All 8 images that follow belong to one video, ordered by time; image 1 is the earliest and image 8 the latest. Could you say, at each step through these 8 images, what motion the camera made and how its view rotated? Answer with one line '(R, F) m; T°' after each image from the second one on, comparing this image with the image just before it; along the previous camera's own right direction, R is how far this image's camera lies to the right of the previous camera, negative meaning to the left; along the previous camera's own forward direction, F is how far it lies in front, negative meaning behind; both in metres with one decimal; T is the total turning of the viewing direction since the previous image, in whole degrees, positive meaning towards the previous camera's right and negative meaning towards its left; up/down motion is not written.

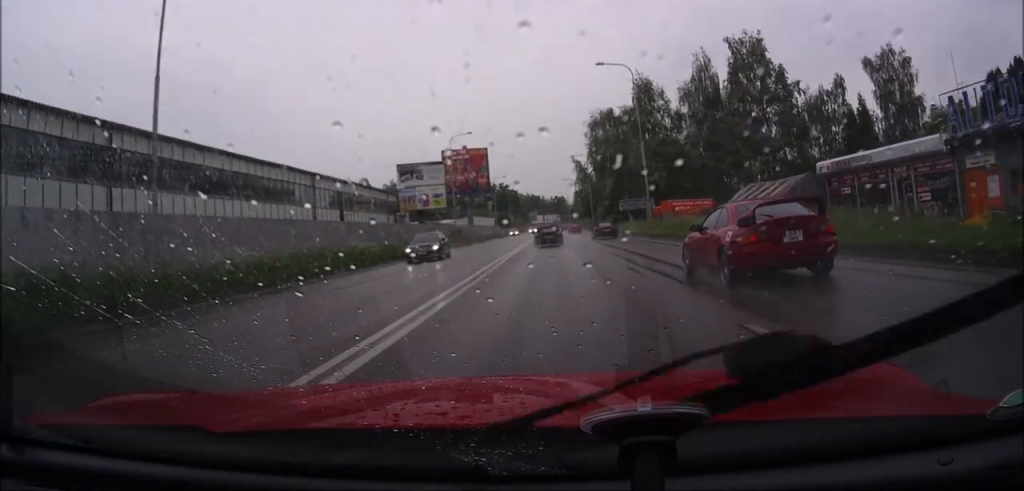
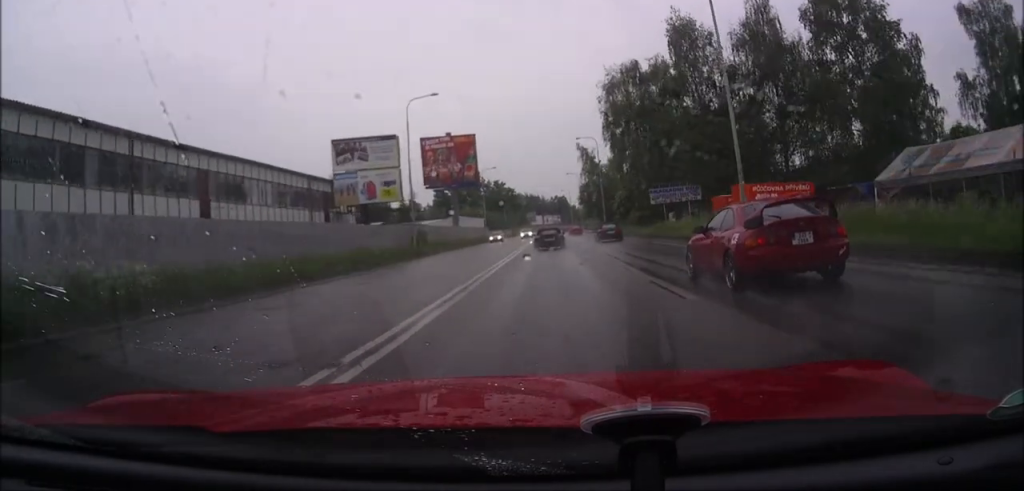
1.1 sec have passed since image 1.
(0.0, +21.7) m; 0°
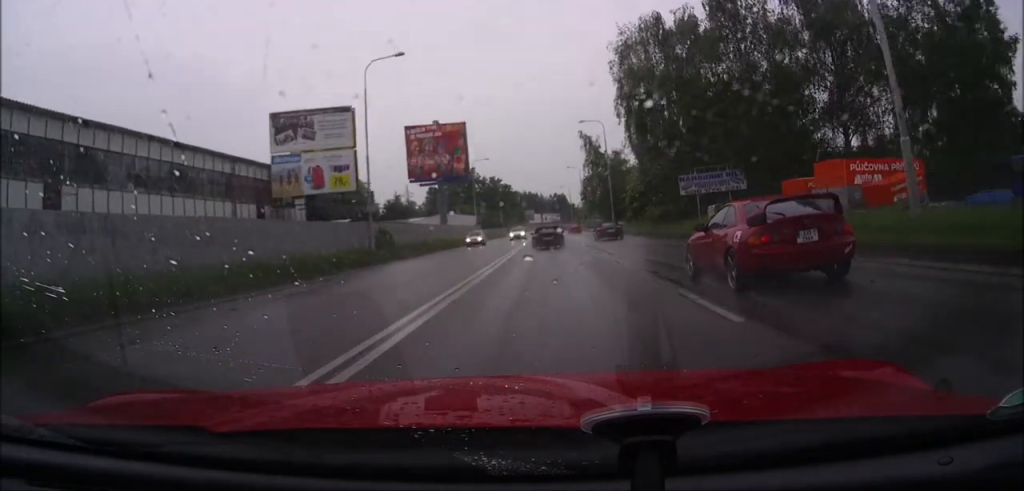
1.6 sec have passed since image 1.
(-0.2, +11.5) m; 0°
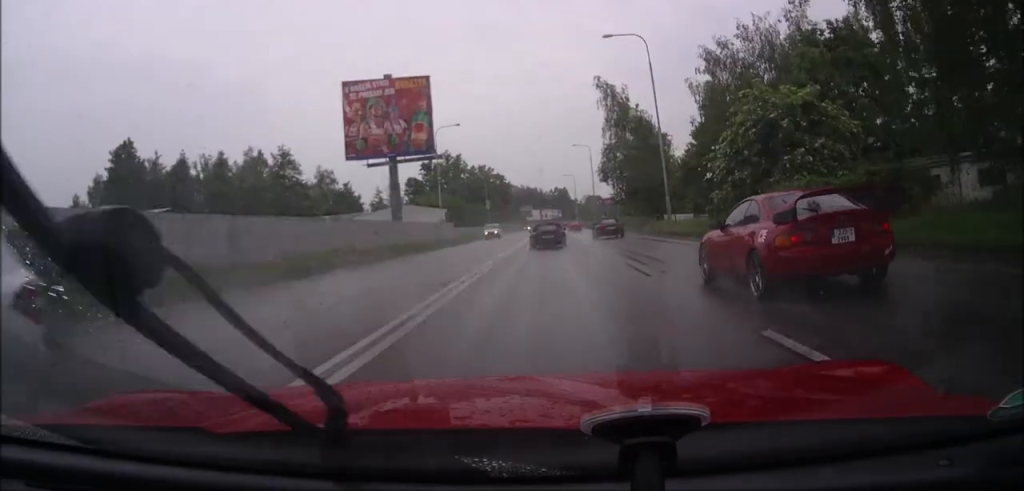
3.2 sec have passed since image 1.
(0.0, +31.6) m; 0°
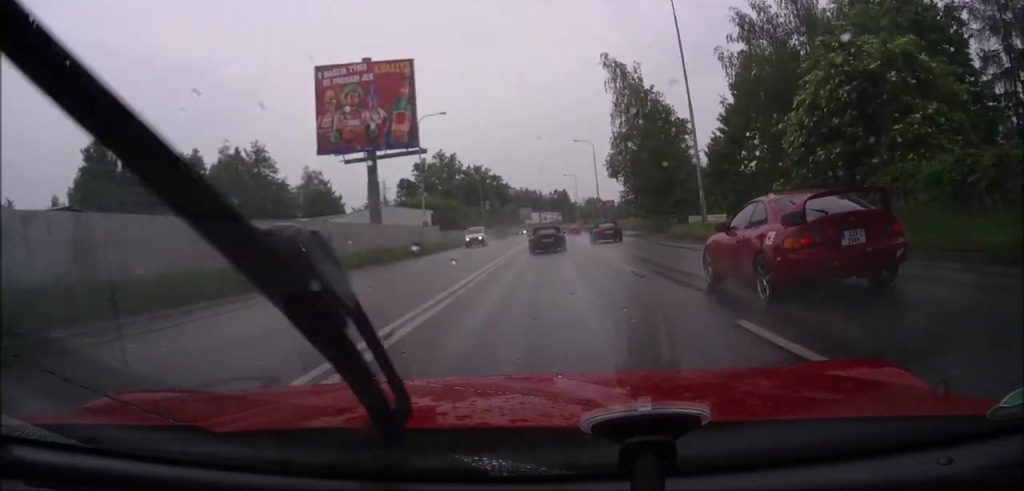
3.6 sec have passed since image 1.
(-0.1, +8.7) m; 0°
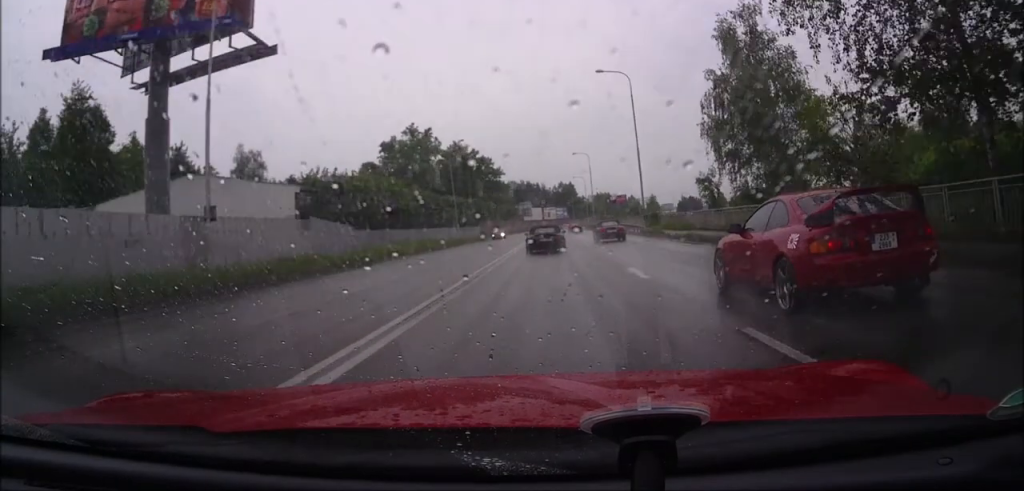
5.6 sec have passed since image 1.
(+0.5, +38.3) m; 0°
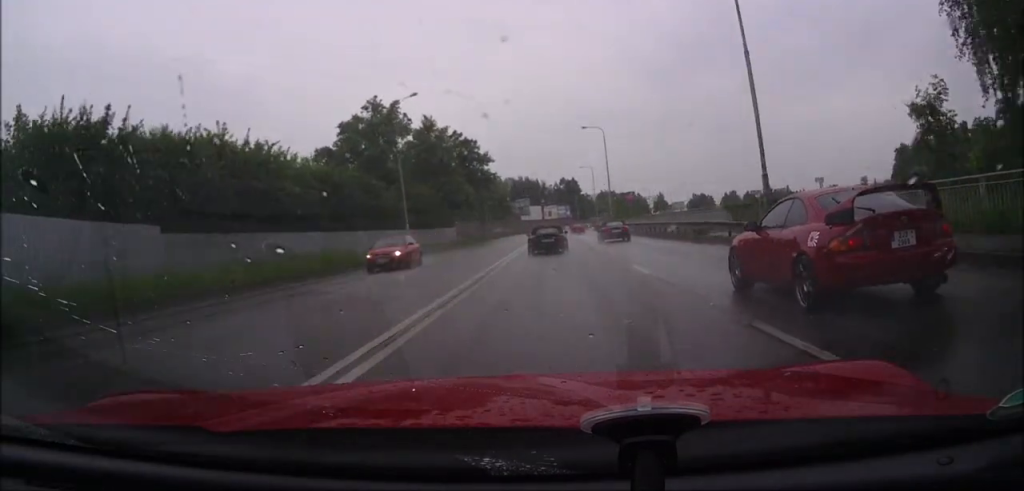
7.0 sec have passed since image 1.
(-0.3, +27.1) m; 0°
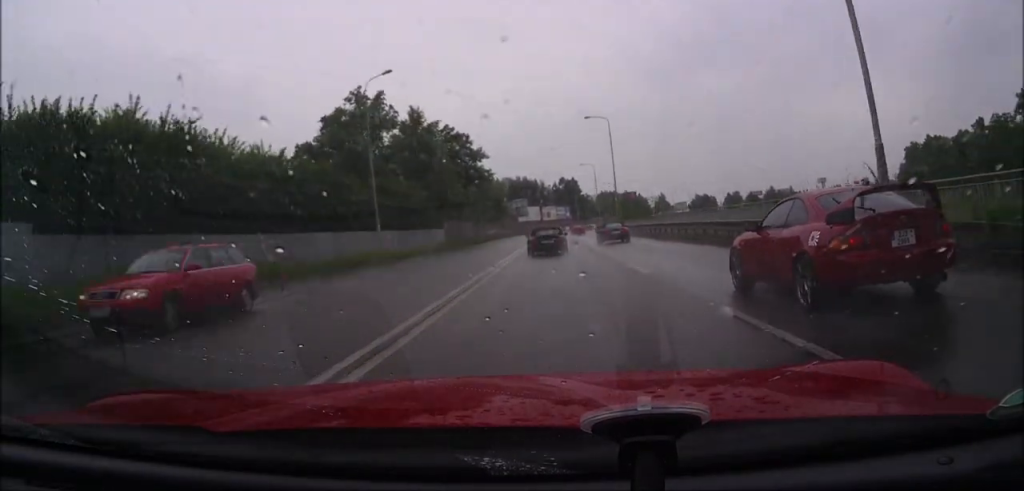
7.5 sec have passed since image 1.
(0.0, +7.9) m; 0°
